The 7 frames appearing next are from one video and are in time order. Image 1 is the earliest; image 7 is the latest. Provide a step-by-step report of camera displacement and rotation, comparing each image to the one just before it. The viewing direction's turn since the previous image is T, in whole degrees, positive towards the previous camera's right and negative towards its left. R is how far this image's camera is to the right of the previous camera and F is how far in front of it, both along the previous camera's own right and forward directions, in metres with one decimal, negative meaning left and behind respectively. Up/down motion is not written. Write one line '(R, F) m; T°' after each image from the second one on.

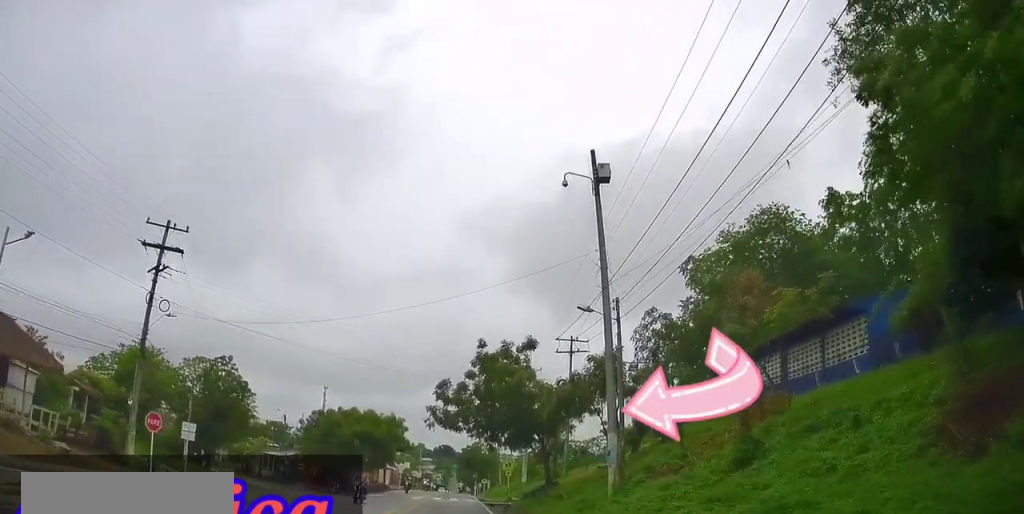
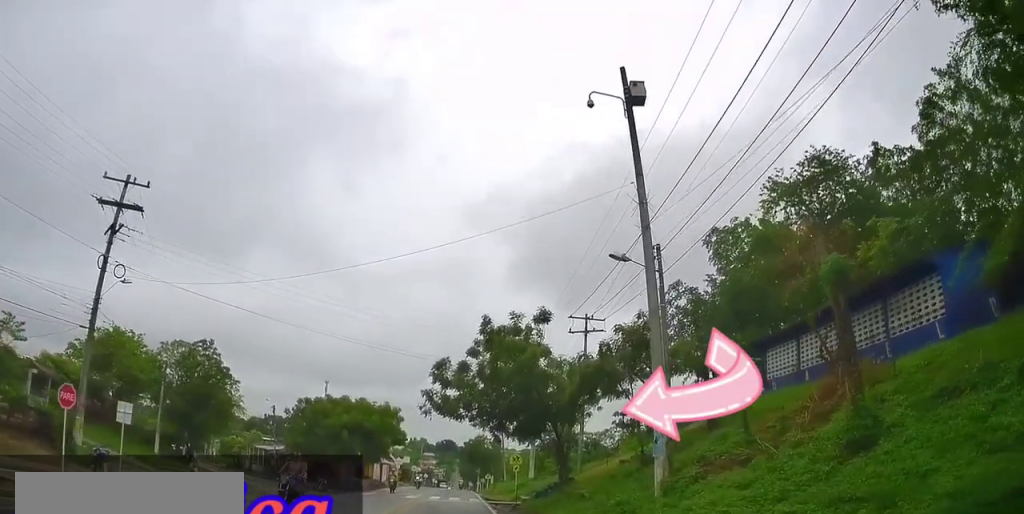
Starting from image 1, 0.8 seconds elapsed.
(+0.3, +5.2) m; +3°
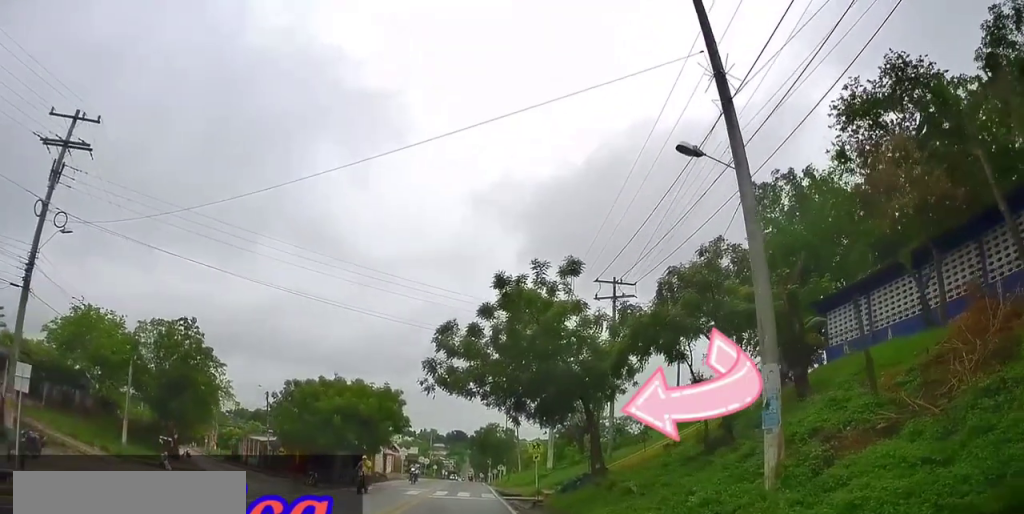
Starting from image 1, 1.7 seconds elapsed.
(0.0, +5.8) m; 0°
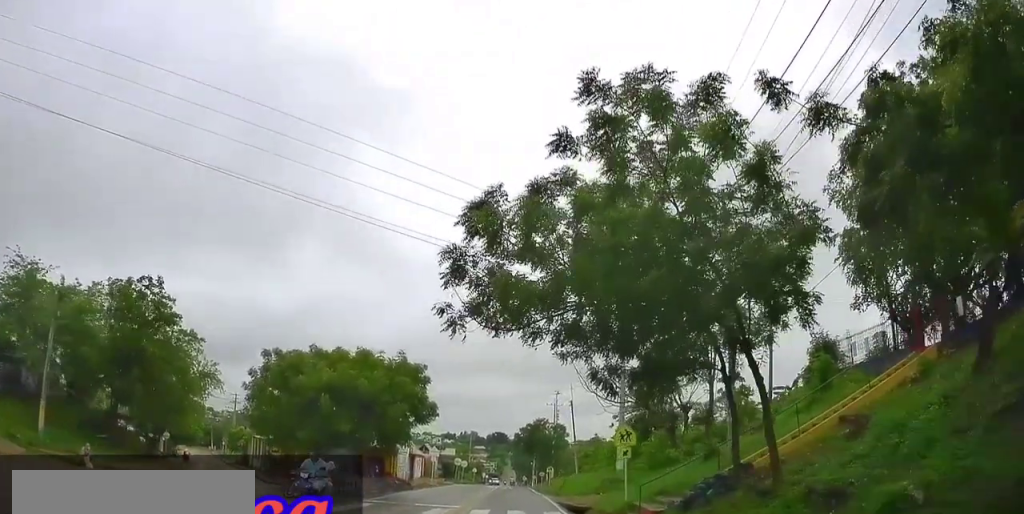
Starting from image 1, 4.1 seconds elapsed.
(-0.3, +12.8) m; -5°
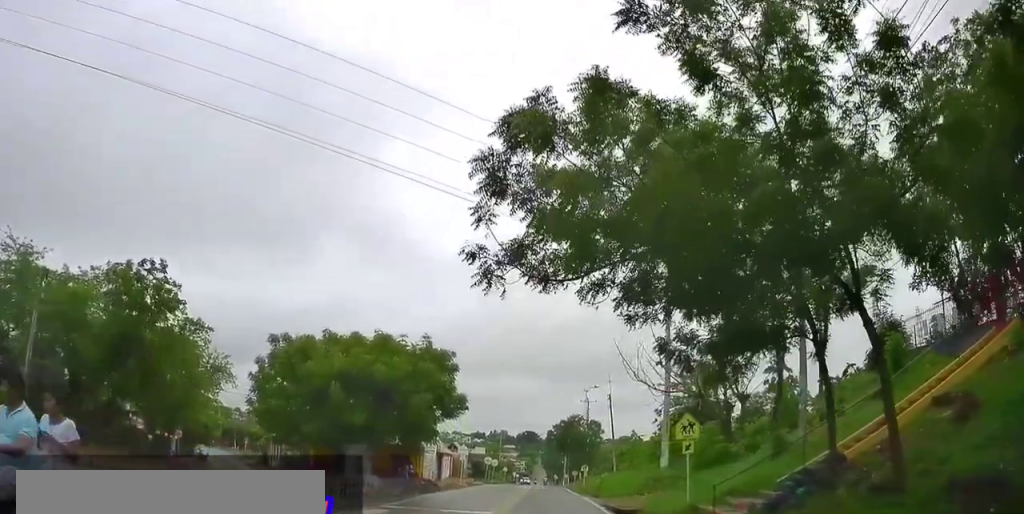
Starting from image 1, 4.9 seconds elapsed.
(-0.1, +3.4) m; -2°
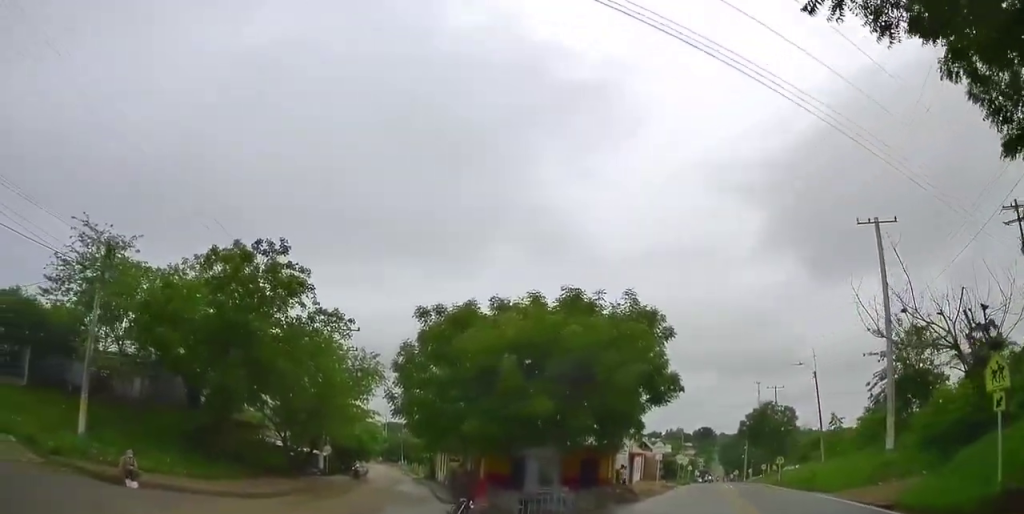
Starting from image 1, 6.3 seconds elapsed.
(-0.9, +5.8) m; -39°
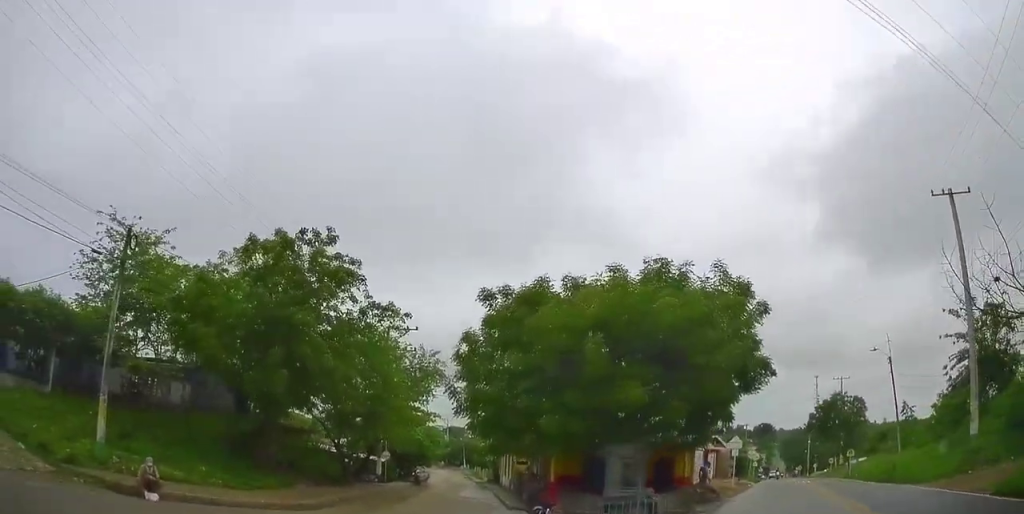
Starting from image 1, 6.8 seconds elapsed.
(+0.3, +1.9) m; -27°
